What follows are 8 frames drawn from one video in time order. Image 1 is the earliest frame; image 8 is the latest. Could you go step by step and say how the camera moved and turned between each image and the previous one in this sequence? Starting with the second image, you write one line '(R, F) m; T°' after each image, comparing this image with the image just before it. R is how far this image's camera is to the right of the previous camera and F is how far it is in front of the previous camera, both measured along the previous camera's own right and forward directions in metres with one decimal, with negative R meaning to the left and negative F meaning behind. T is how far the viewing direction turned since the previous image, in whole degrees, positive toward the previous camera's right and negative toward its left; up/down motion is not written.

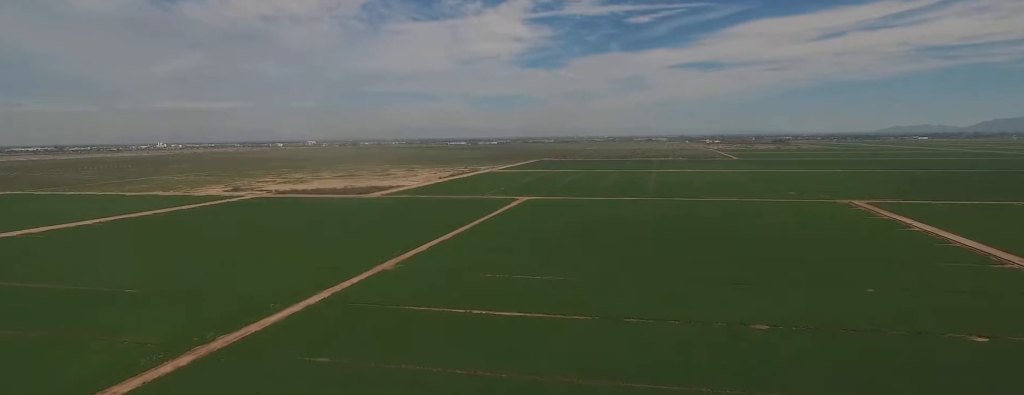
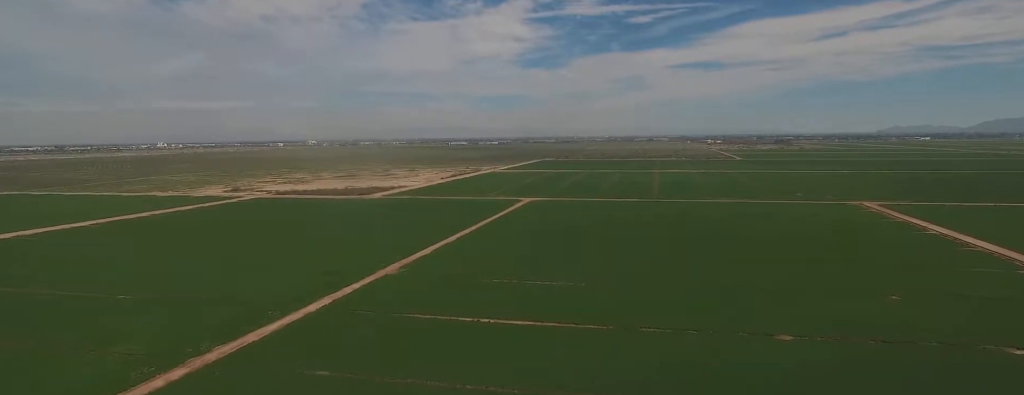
(0.0, +8.9) m; 0°
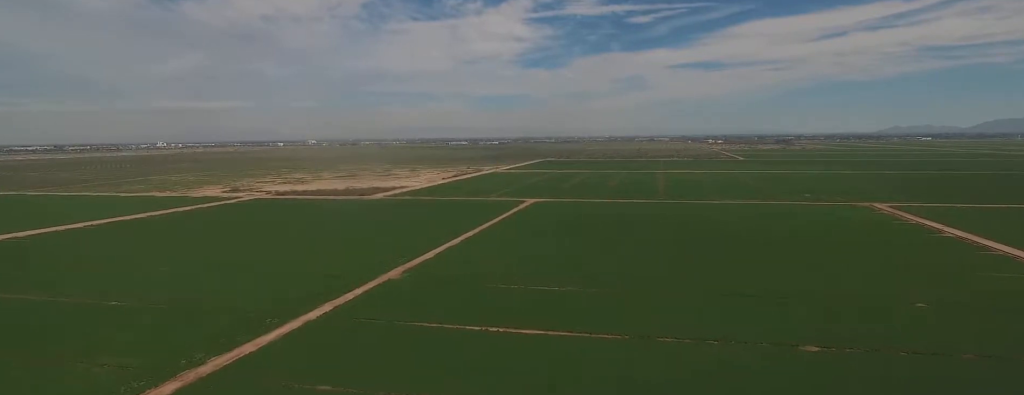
(0.0, +8.9) m; 0°
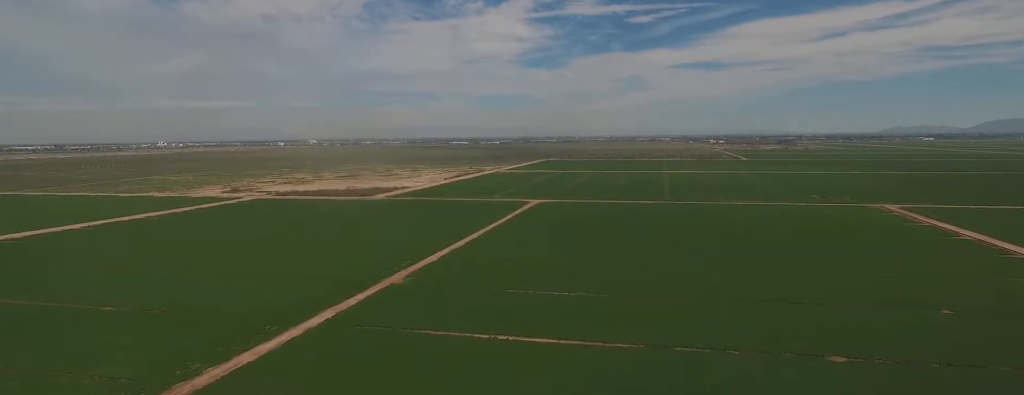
(0.0, +7.8) m; 0°
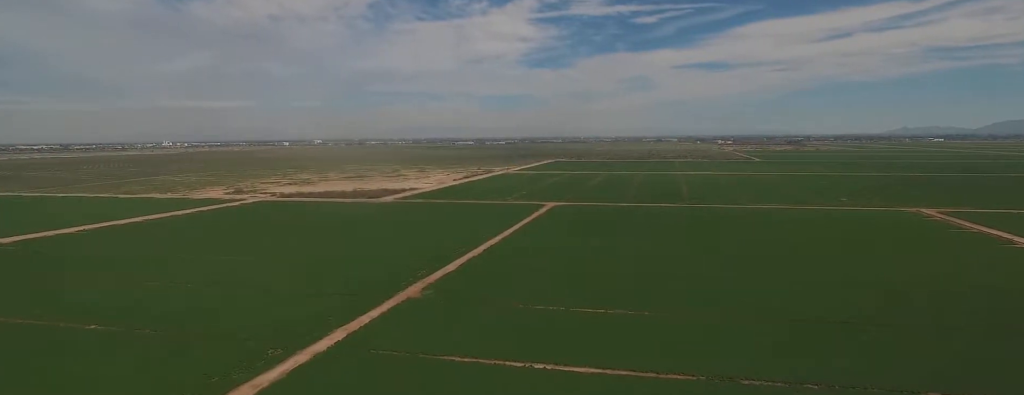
(-0.1, +22.5) m; 0°
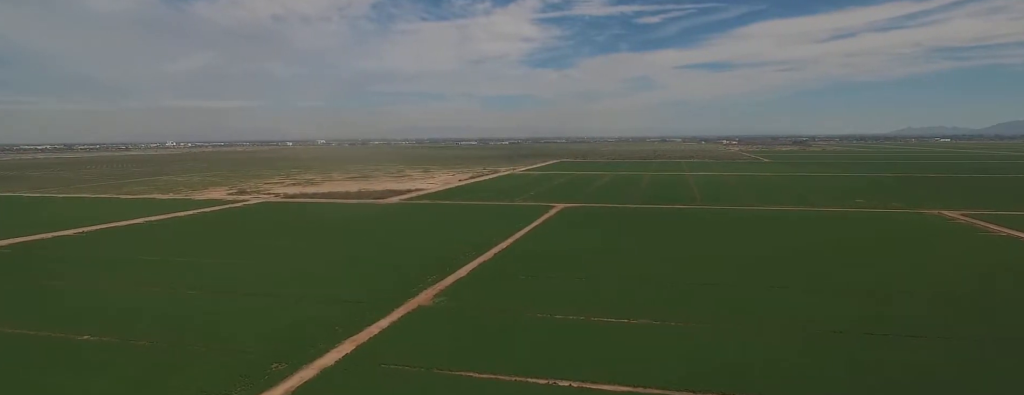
(0.0, +11.4) m; 0°
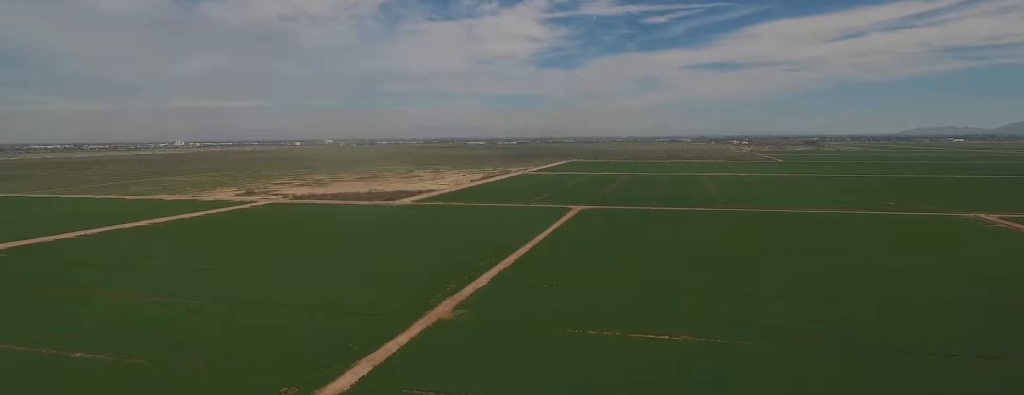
(+0.1, +16.0) m; 0°
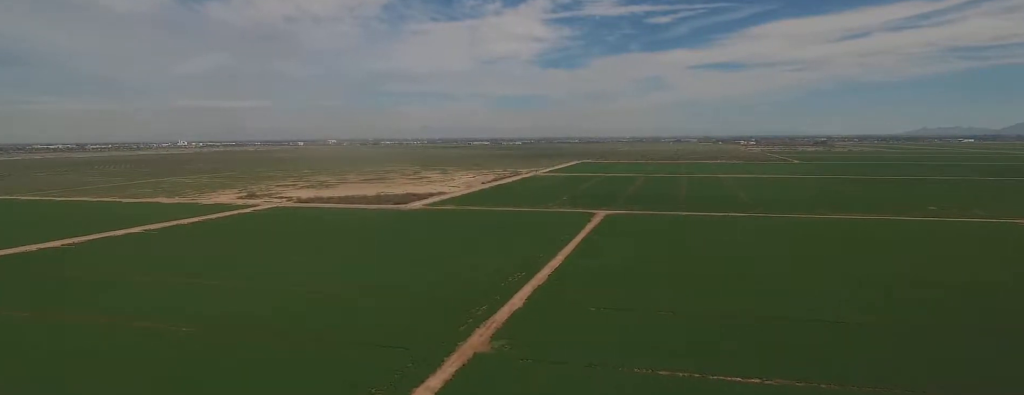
(+0.2, +31.0) m; +1°
